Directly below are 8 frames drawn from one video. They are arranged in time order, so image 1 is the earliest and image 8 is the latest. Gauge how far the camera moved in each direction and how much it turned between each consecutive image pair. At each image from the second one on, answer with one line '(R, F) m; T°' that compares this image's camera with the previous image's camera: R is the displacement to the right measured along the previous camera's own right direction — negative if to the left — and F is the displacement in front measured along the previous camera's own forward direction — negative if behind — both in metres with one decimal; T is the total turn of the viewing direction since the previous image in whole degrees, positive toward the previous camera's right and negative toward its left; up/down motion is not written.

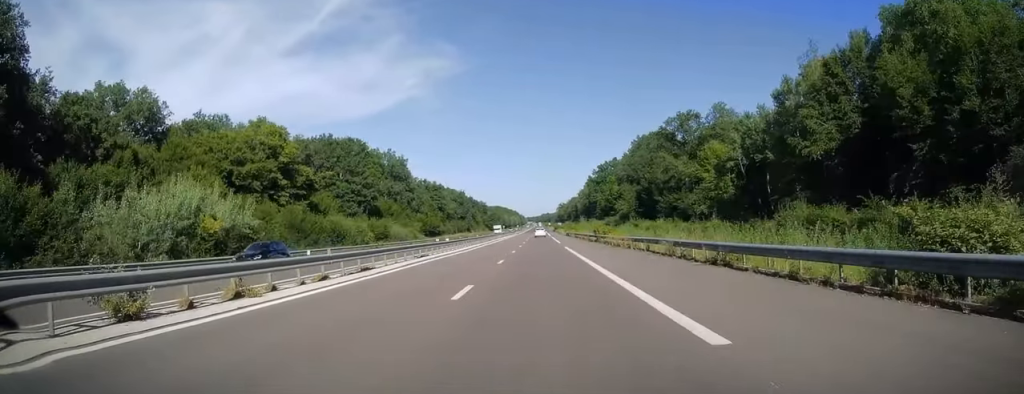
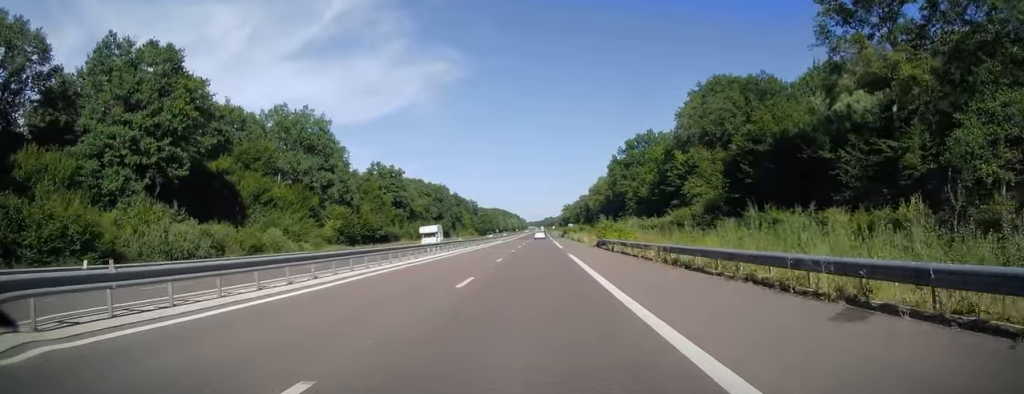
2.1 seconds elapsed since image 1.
(-0.4, +62.0) m; 0°
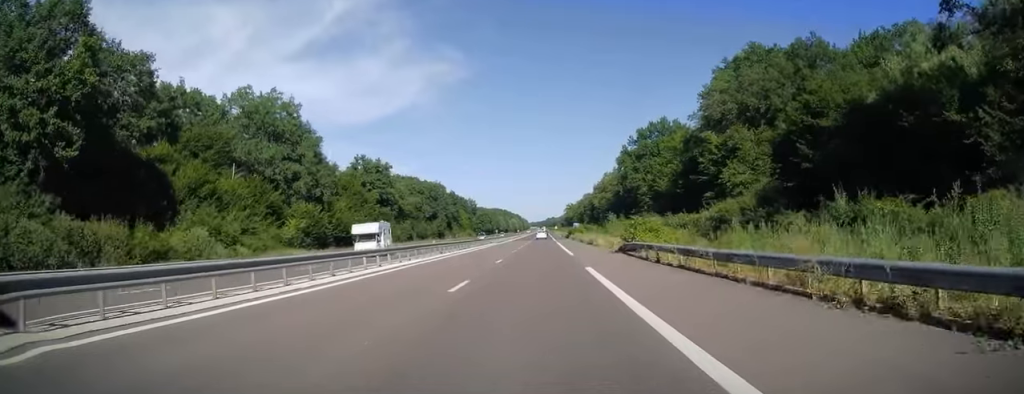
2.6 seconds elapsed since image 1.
(0.0, +14.3) m; 0°
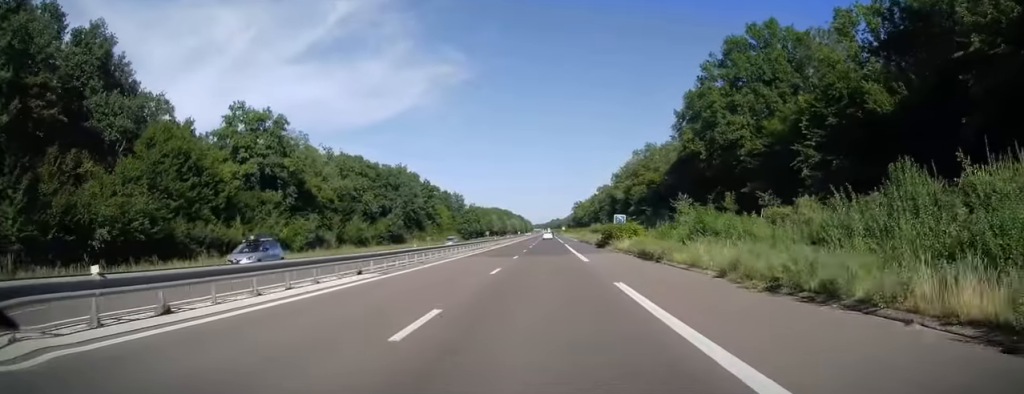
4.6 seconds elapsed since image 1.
(0.0, +58.6) m; 0°
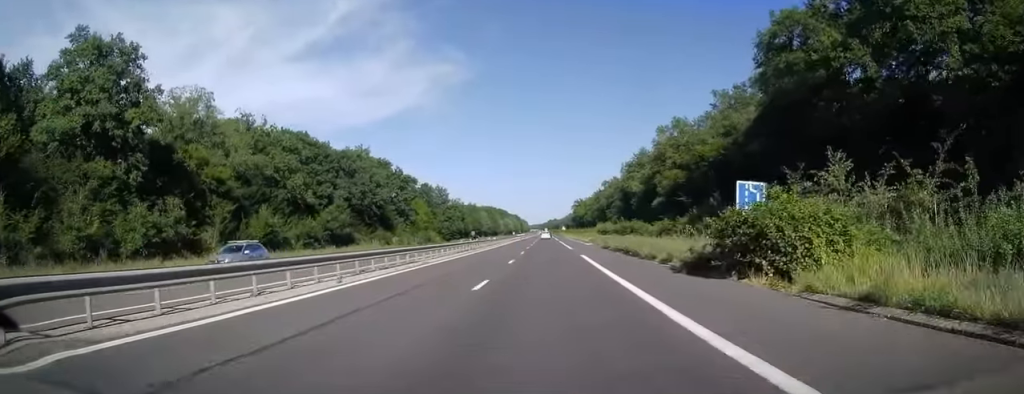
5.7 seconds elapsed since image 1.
(0.0, +32.4) m; 0°
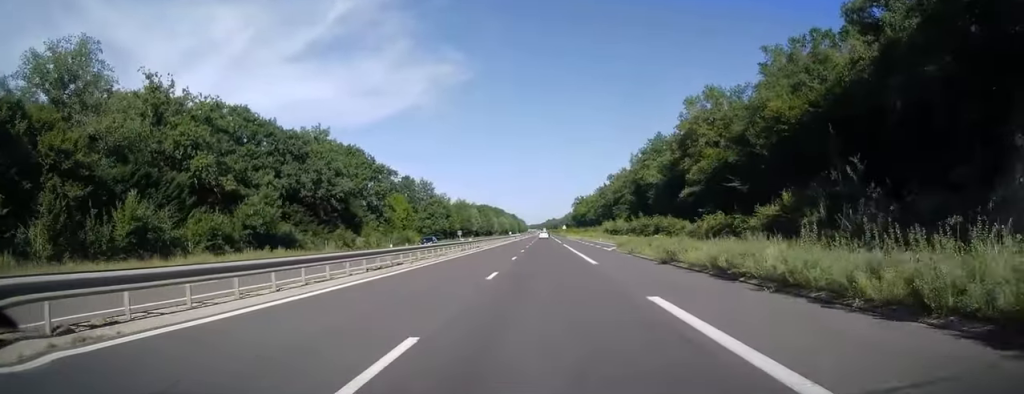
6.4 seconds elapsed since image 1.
(0.0, +23.0) m; 0°
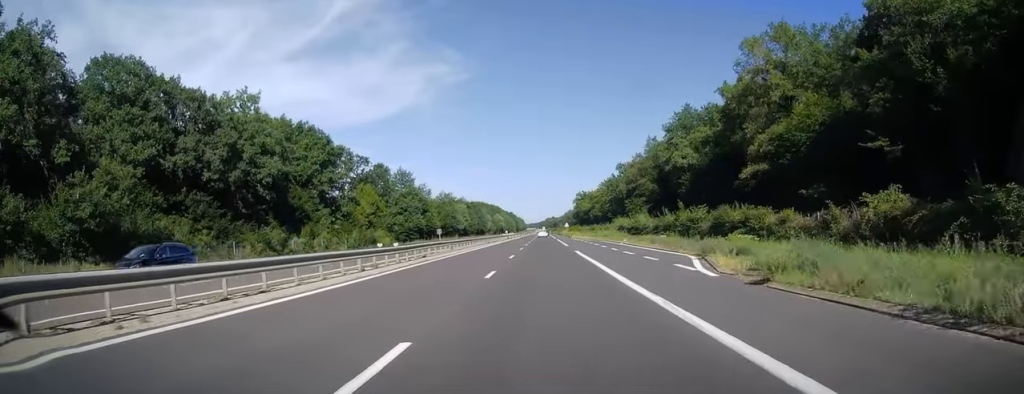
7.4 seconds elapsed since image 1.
(0.0, +26.5) m; +1°
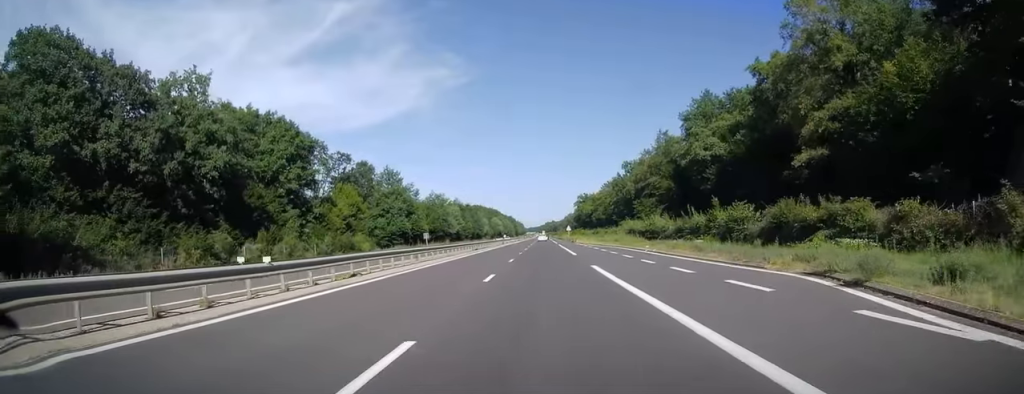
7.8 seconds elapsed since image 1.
(+0.1, +12.7) m; 0°
